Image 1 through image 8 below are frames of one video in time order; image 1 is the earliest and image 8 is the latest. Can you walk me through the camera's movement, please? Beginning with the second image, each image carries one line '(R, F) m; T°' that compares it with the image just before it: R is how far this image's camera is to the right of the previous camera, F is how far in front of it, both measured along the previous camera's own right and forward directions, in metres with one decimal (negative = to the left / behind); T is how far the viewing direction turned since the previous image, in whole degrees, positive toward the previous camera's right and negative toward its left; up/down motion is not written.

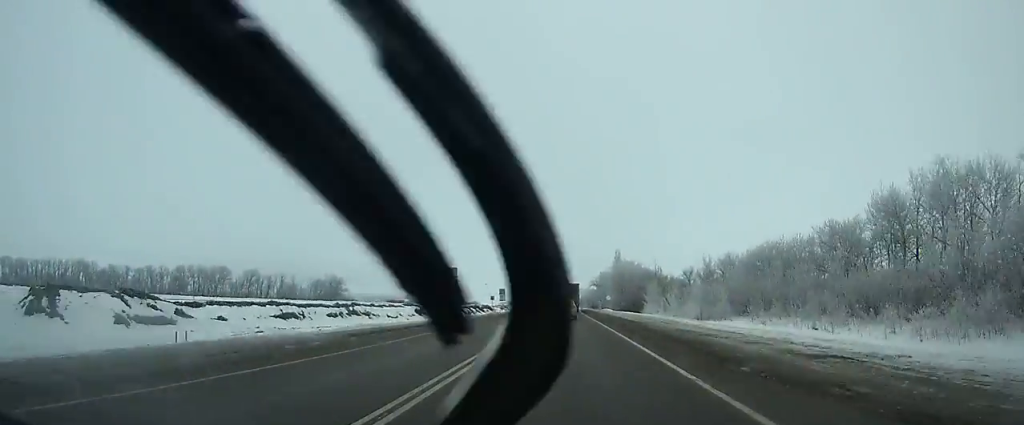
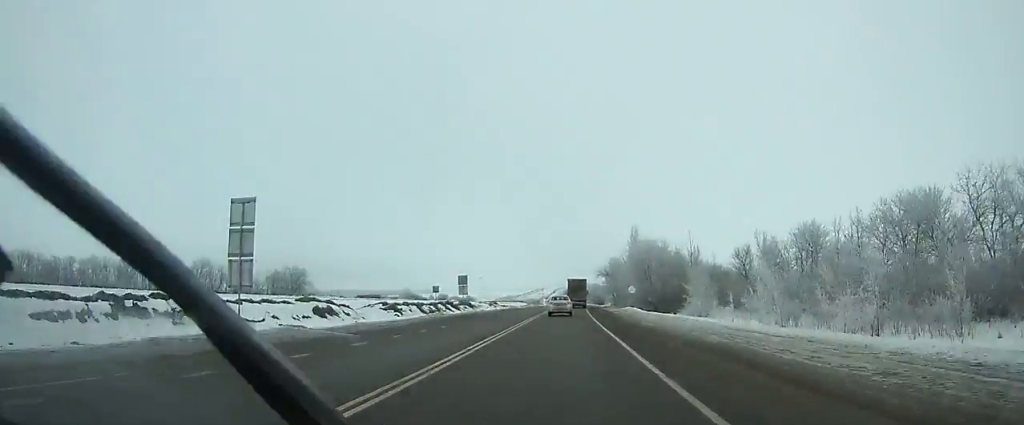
(+0.1, +44.8) m; 0°
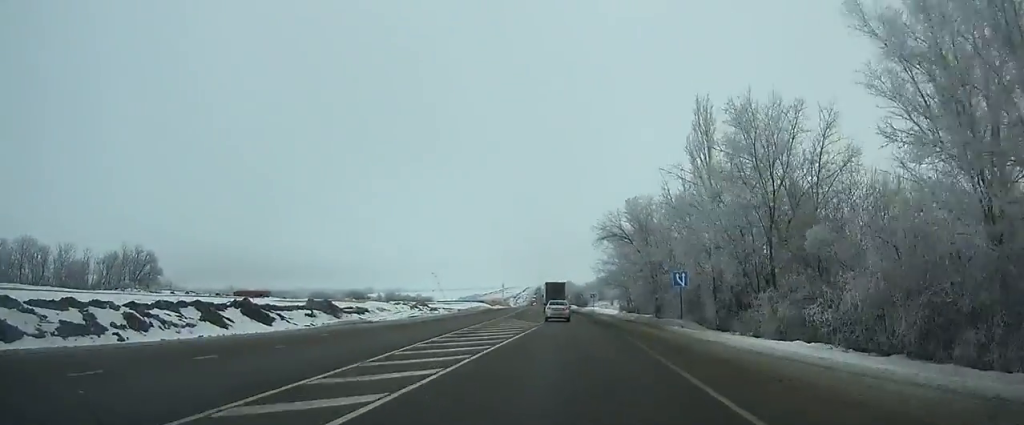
(+0.5, +84.7) m; 0°
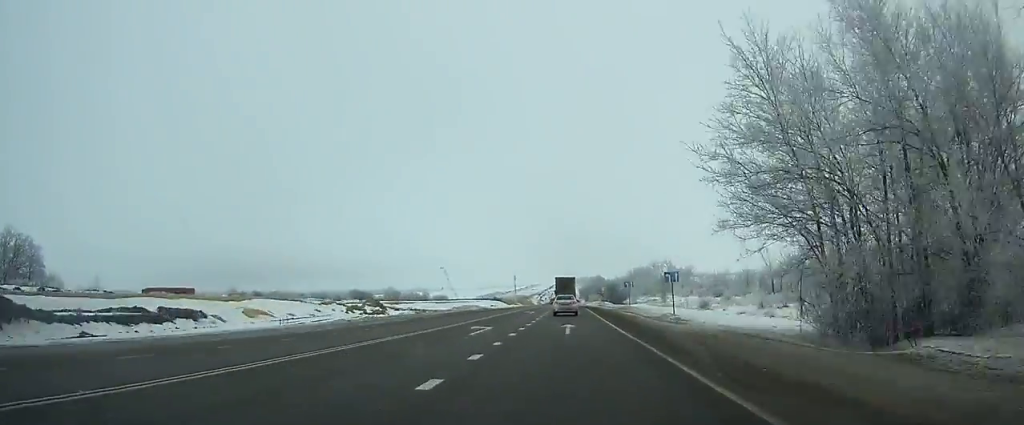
(-0.2, +57.7) m; -1°
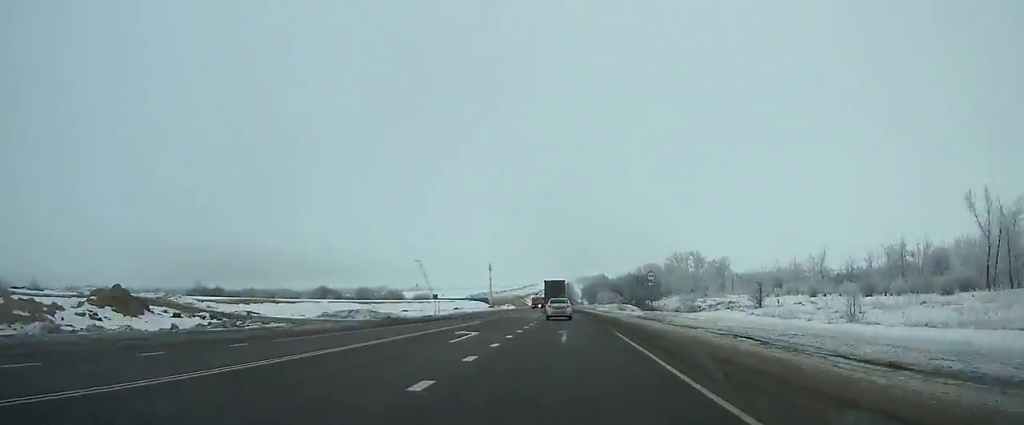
(-0.7, +64.3) m; -1°
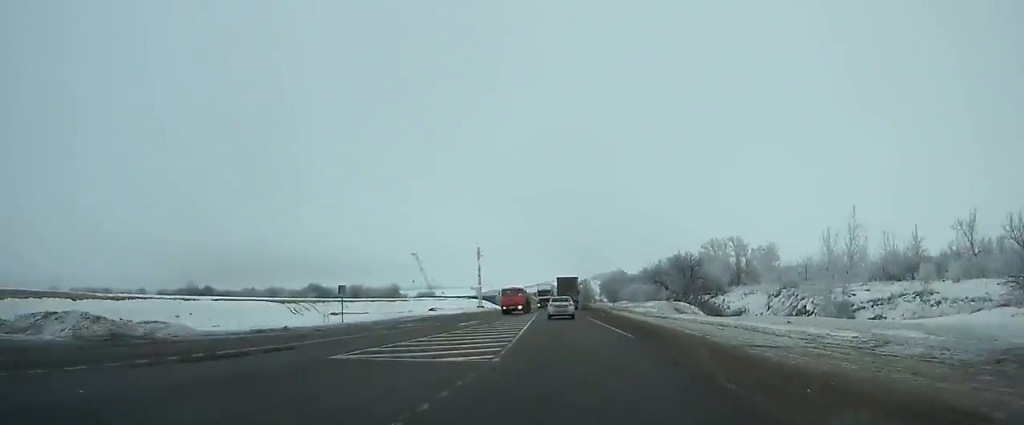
(-0.3, +37.6) m; 0°
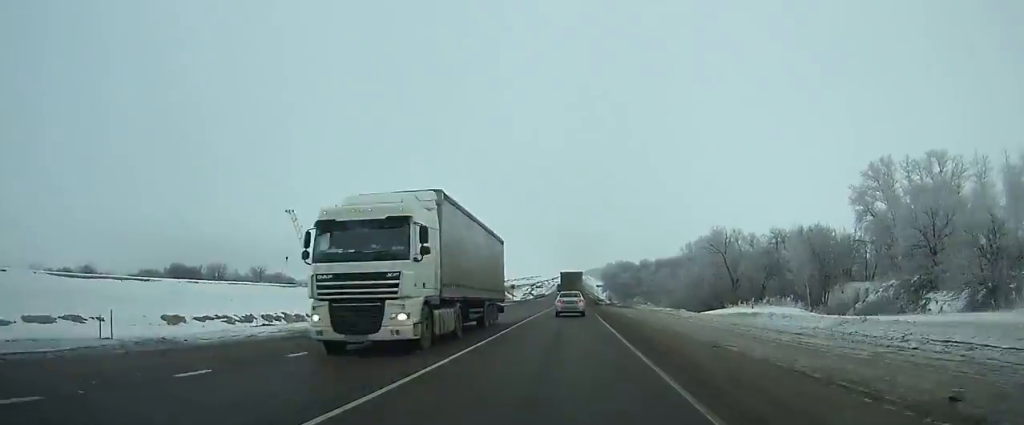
(+0.8, +118.4) m; +1°
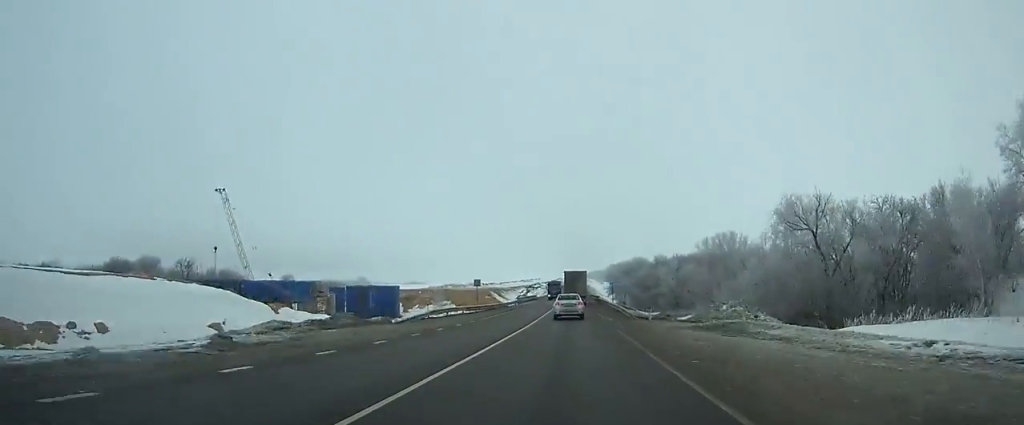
(+0.1, +34.6) m; 0°
